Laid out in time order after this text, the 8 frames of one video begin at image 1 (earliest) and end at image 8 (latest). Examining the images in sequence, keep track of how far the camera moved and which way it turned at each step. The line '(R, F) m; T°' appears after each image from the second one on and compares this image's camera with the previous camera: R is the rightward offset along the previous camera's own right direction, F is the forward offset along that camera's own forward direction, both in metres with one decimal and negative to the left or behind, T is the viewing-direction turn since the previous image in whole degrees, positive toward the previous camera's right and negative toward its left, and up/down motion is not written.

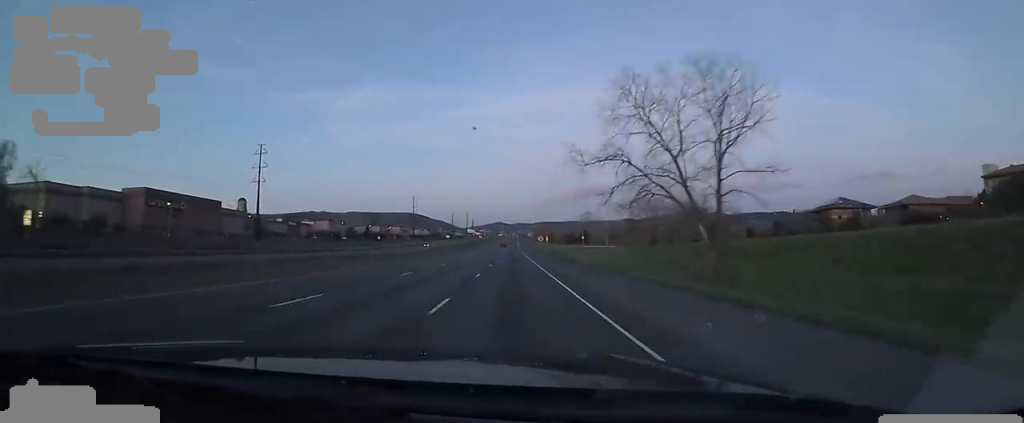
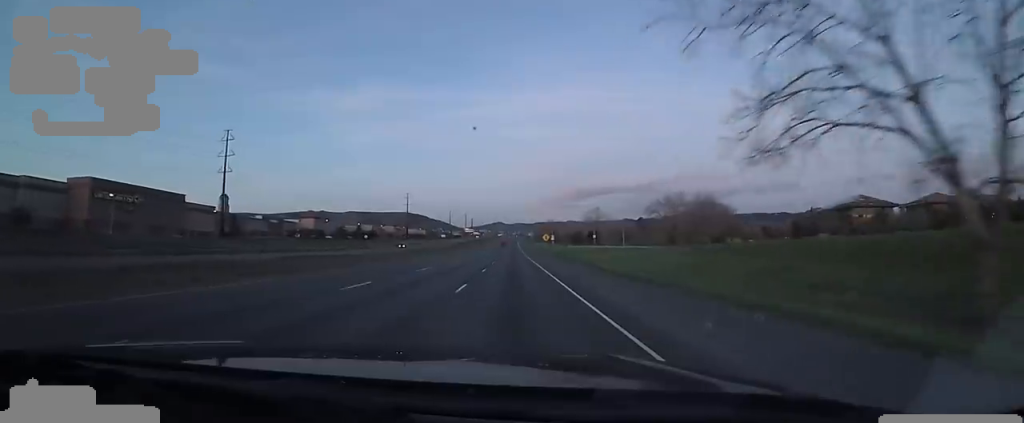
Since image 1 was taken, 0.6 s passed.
(+0.1, +19.4) m; 0°
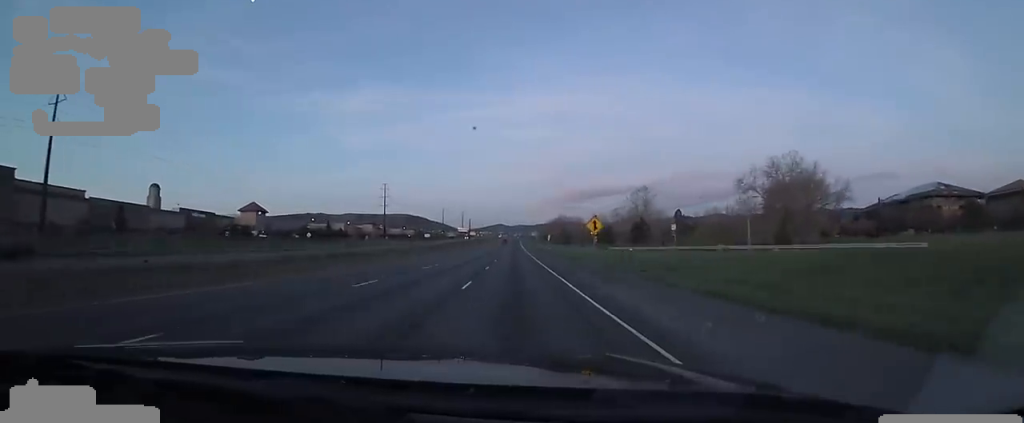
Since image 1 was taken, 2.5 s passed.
(+0.3, +60.6) m; +1°
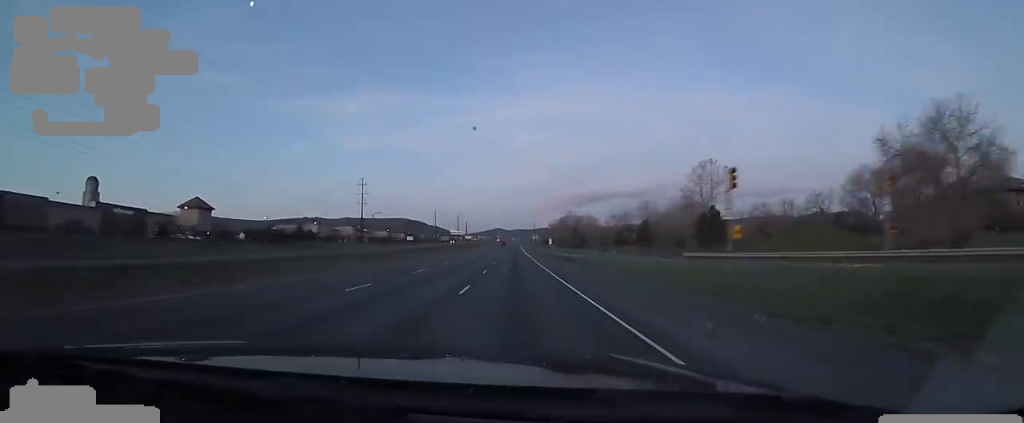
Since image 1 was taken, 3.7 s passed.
(+0.3, +38.4) m; 0°
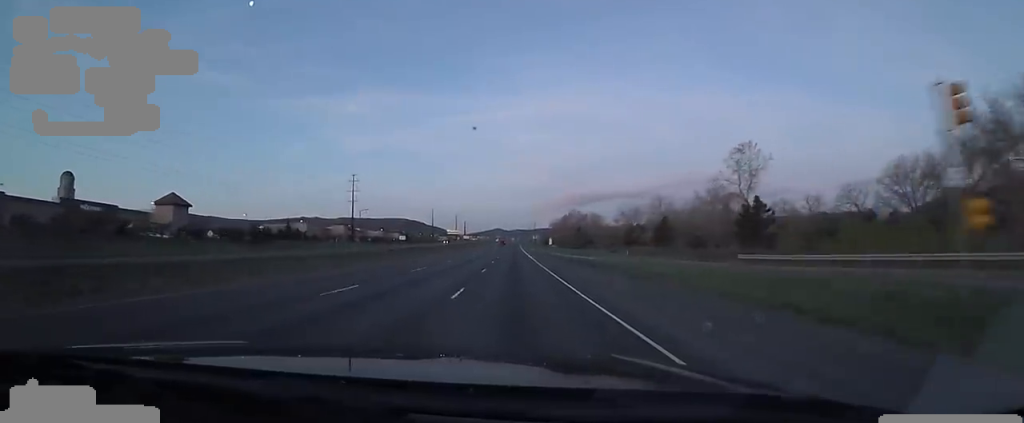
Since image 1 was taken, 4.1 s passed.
(+0.2, +12.7) m; -1°
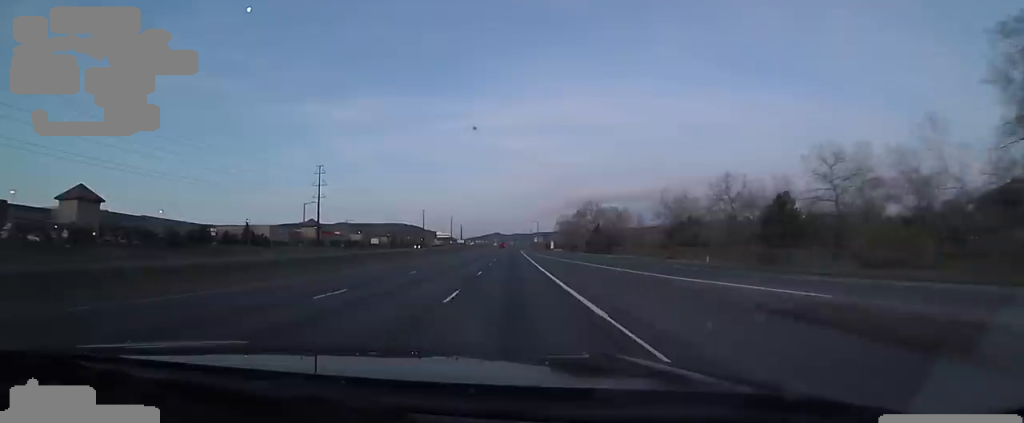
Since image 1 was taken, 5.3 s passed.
(-0.8, +37.7) m; +1°
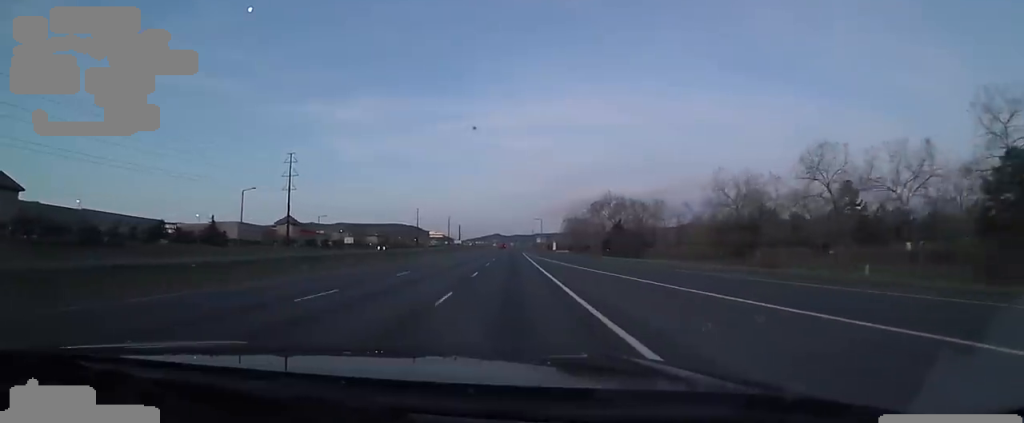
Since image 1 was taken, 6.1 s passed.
(+1.4, +24.7) m; 0°
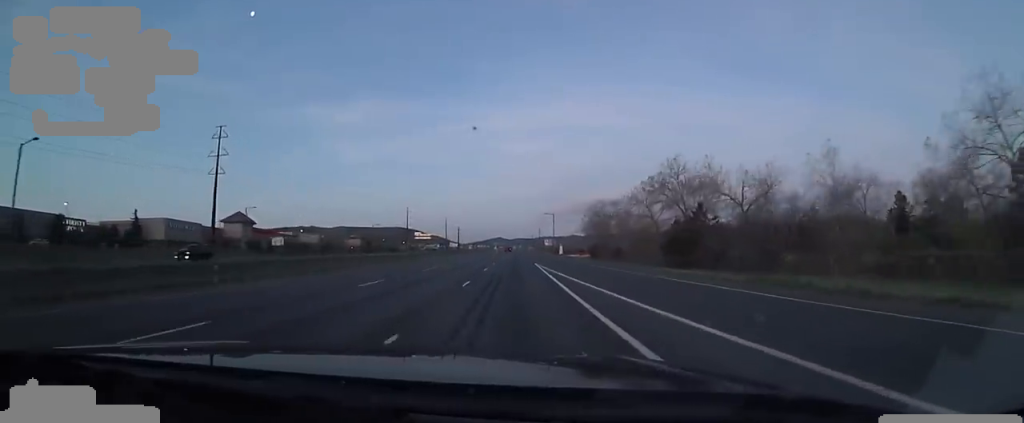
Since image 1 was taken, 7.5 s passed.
(-1.3, +41.5) m; -1°
